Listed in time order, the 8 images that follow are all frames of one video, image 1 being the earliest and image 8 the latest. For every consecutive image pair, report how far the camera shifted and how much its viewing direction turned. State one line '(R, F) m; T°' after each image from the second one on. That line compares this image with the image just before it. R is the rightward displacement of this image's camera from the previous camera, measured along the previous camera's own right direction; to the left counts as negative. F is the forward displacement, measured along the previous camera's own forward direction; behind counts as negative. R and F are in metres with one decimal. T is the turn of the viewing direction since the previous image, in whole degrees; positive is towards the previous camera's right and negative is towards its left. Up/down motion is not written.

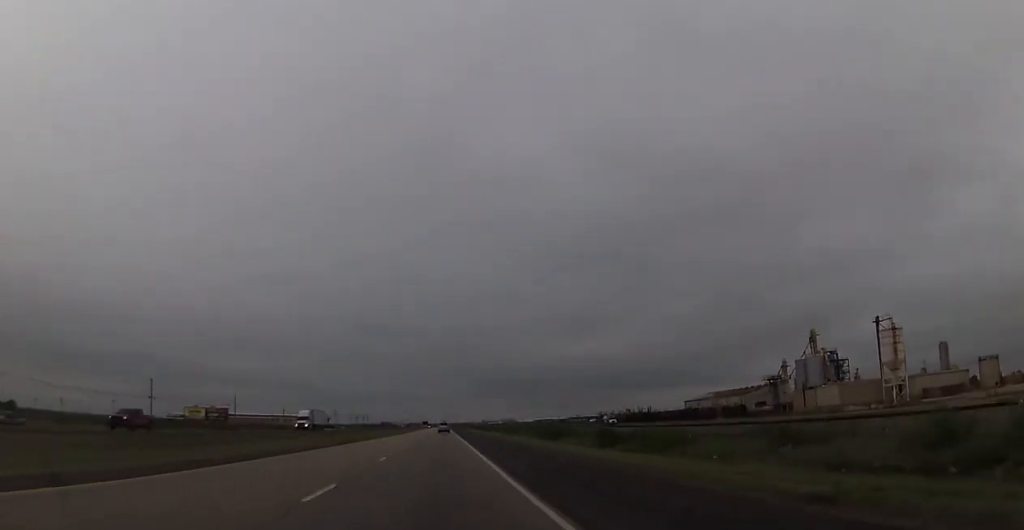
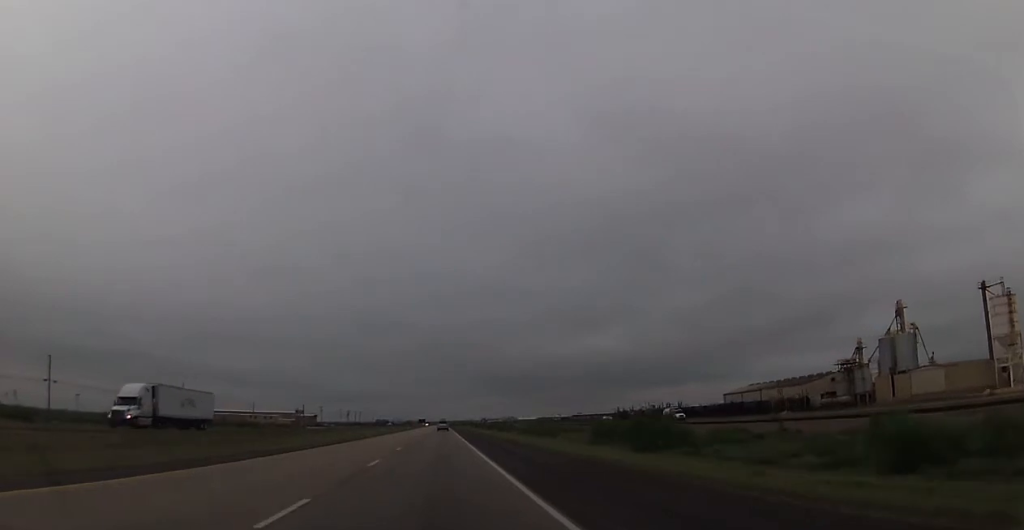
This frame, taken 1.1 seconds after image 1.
(-0.3, +39.6) m; +1°
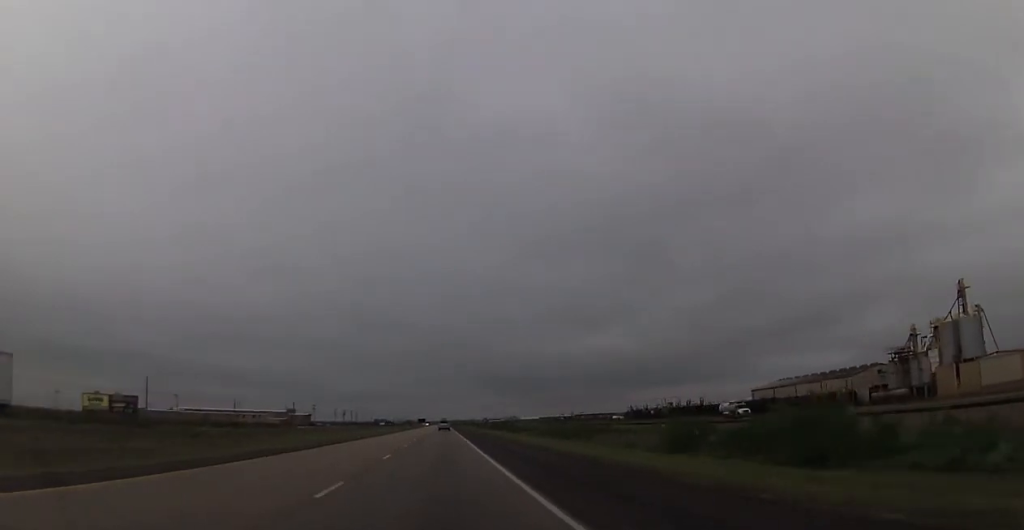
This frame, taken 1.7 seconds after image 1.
(+0.4, +21.0) m; +1°
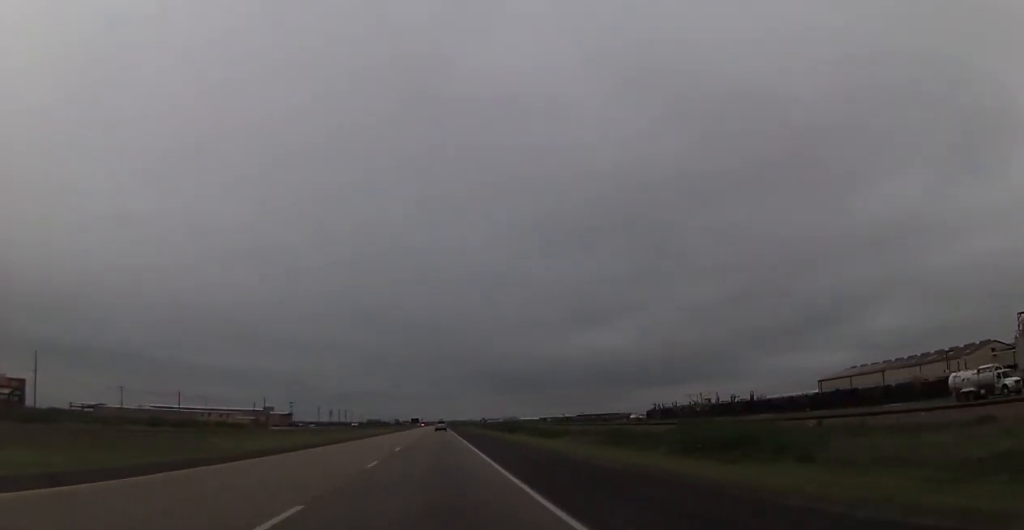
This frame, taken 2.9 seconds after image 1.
(+0.2, +41.0) m; 0°
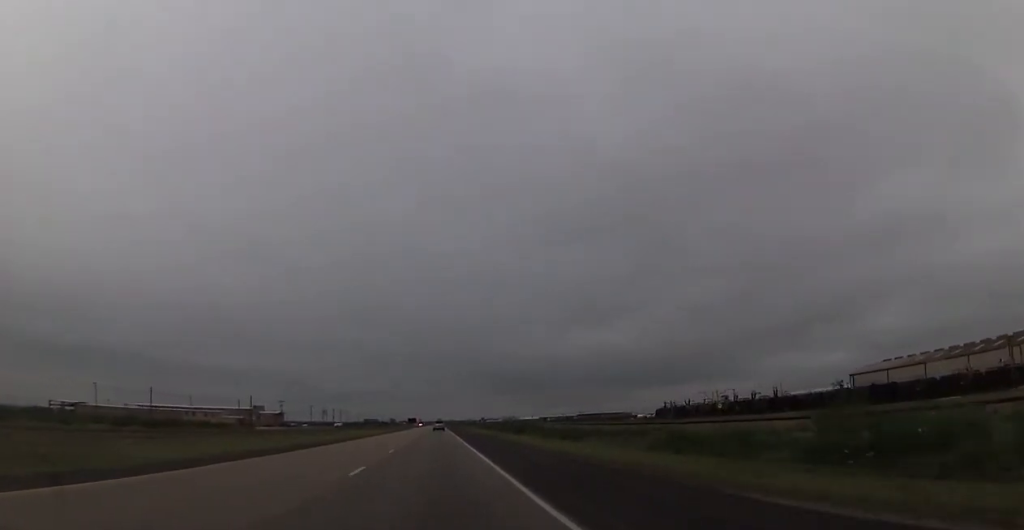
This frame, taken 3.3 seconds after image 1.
(-0.2, +15.3) m; 0°
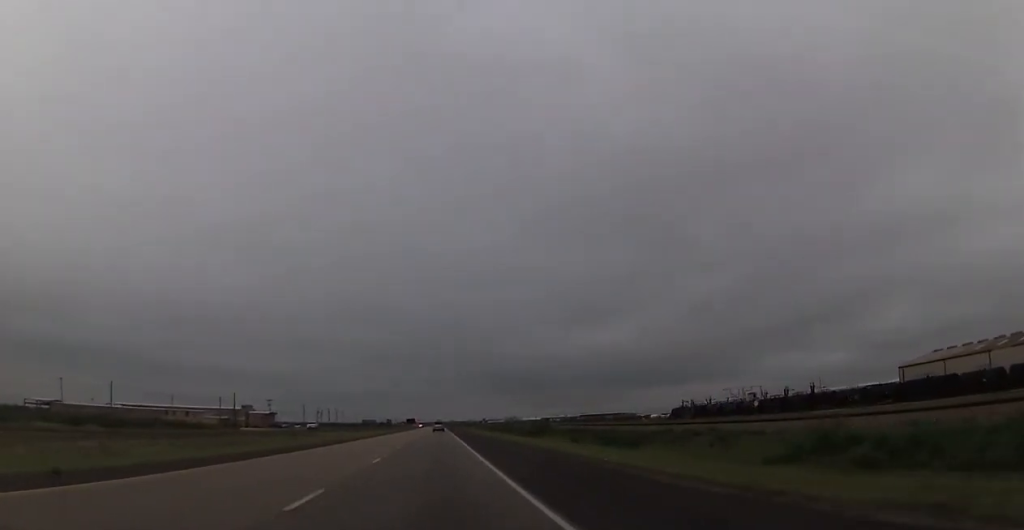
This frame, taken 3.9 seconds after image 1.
(-0.2, +18.9) m; 0°
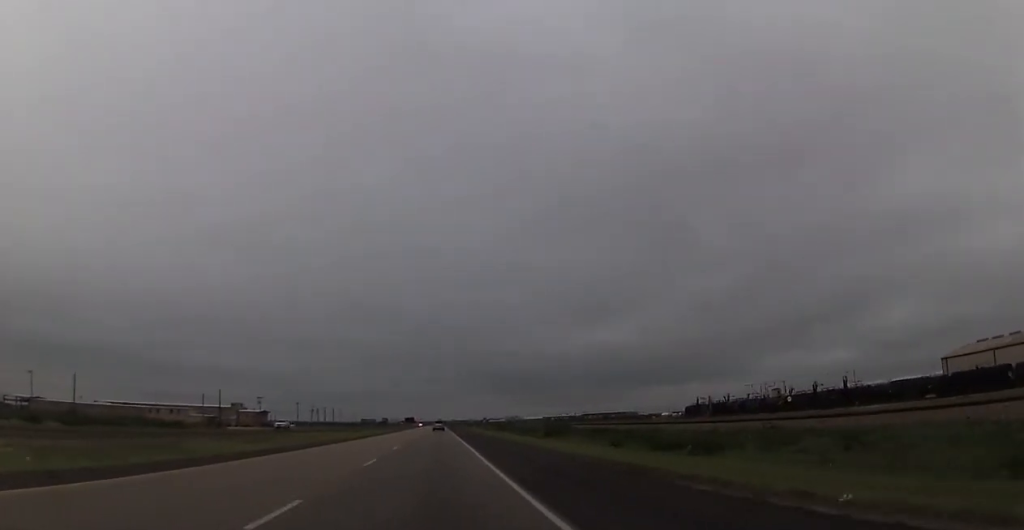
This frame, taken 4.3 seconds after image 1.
(0.0, +14.1) m; 0°
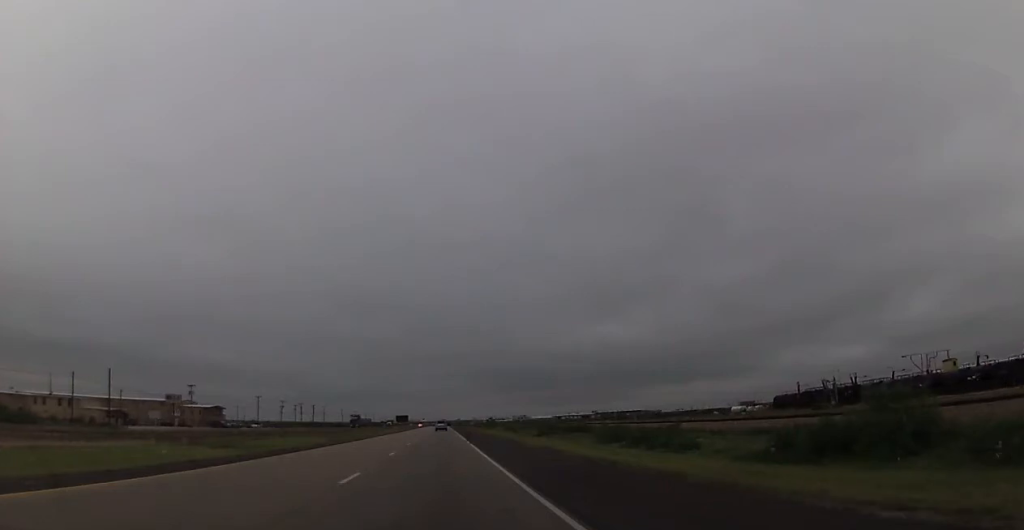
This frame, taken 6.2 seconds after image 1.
(0.0, +67.1) m; 0°
